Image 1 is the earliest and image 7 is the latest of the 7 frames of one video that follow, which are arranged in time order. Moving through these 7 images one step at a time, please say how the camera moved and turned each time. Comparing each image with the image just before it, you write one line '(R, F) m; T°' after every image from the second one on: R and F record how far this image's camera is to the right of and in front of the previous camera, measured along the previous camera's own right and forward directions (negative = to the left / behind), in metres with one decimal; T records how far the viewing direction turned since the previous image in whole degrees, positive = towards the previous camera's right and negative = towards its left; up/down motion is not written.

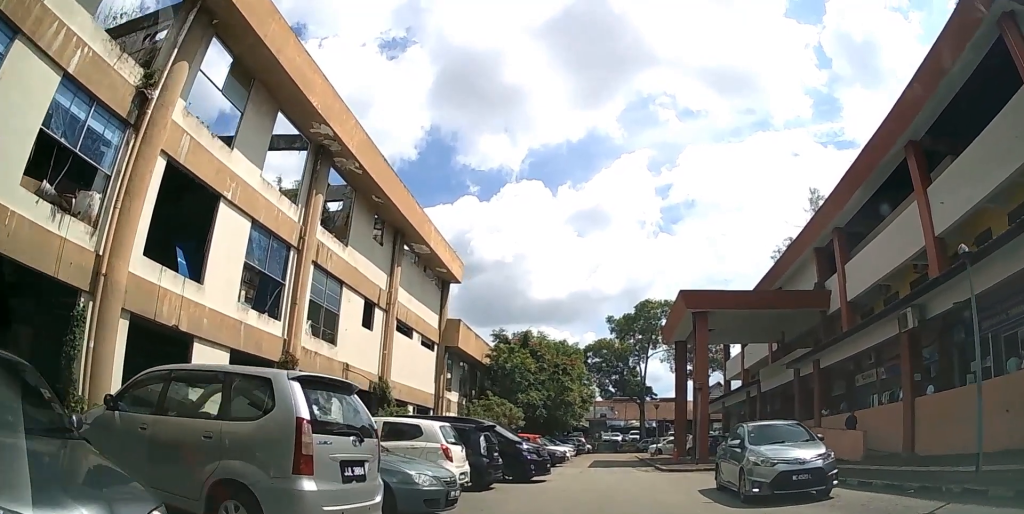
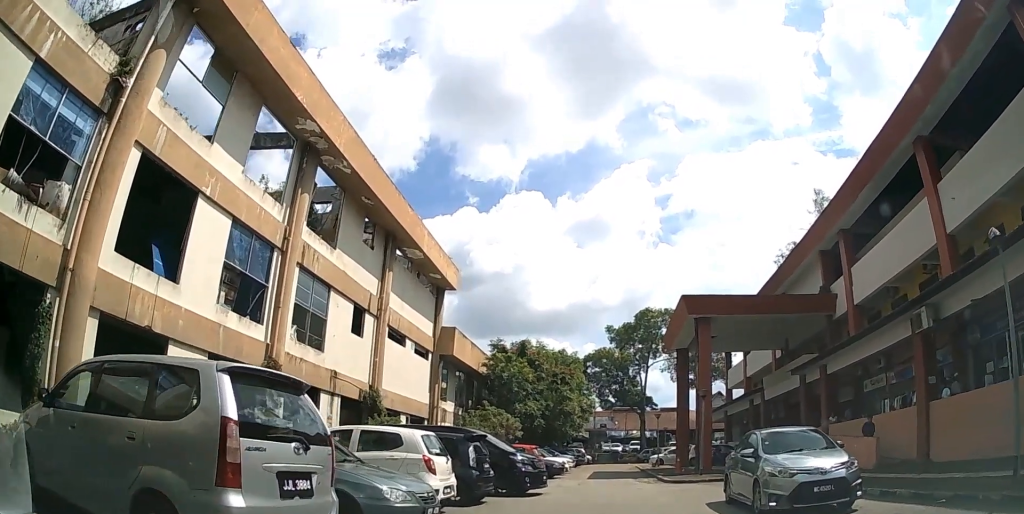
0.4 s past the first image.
(0.0, +1.2) m; +1°
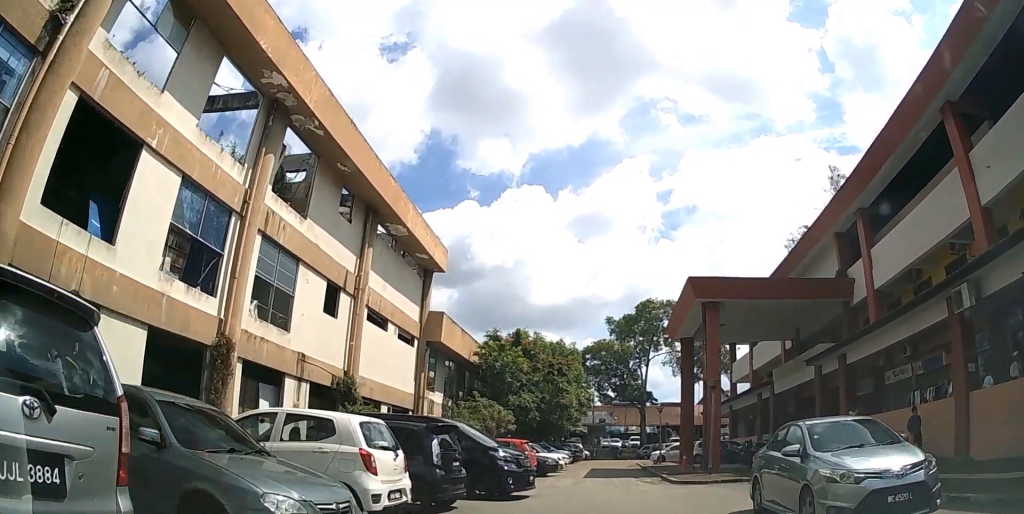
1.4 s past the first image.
(+0.1, +3.2) m; +1°
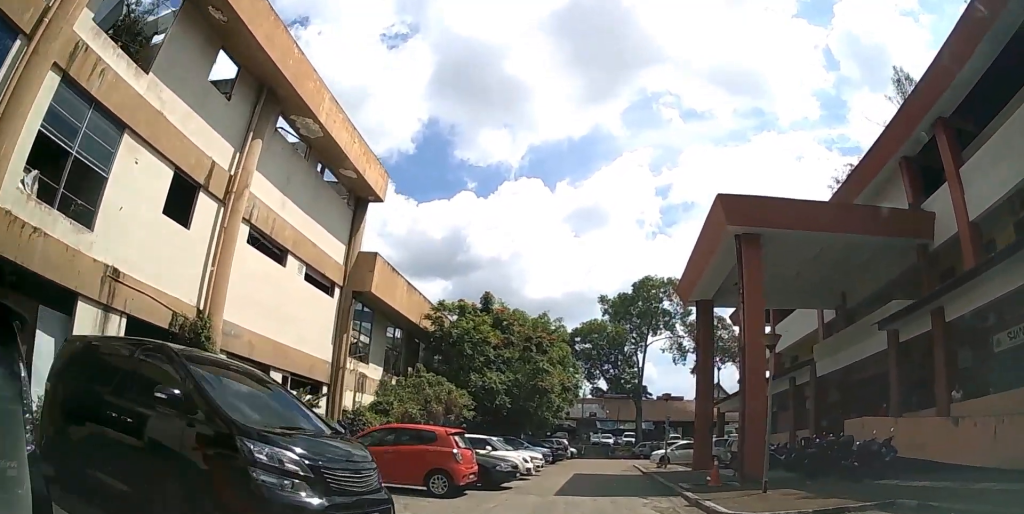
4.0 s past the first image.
(-0.2, +10.4) m; -1°
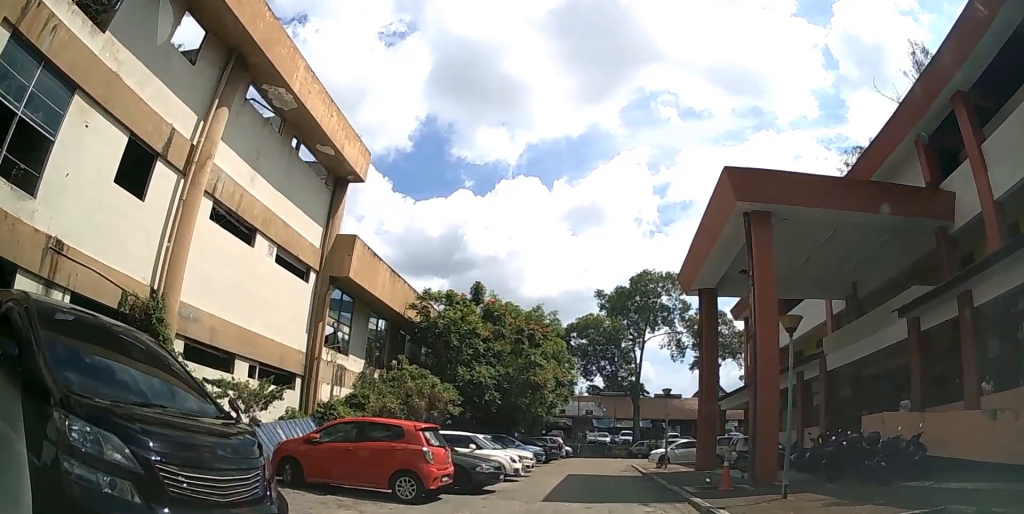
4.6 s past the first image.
(0.0, +2.1) m; 0°
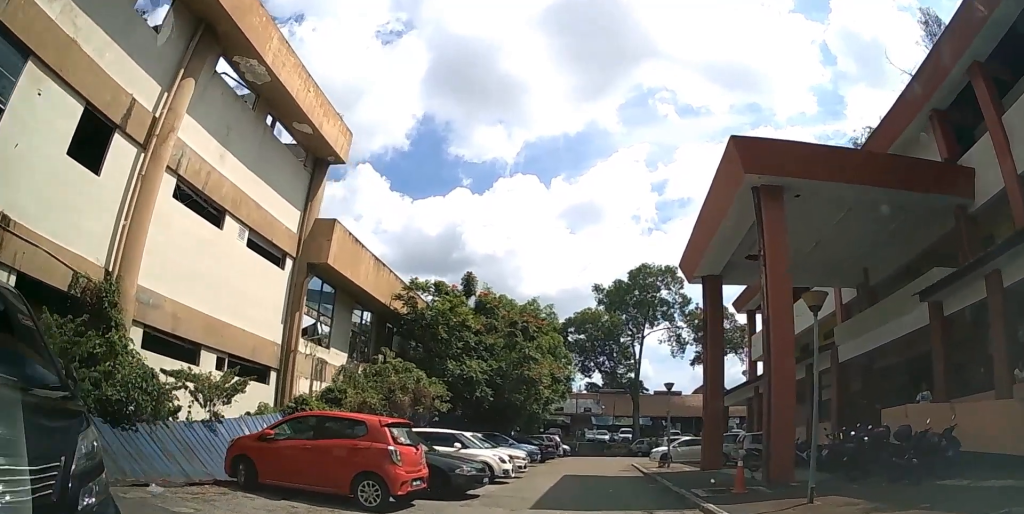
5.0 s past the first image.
(0.0, +1.7) m; 0°
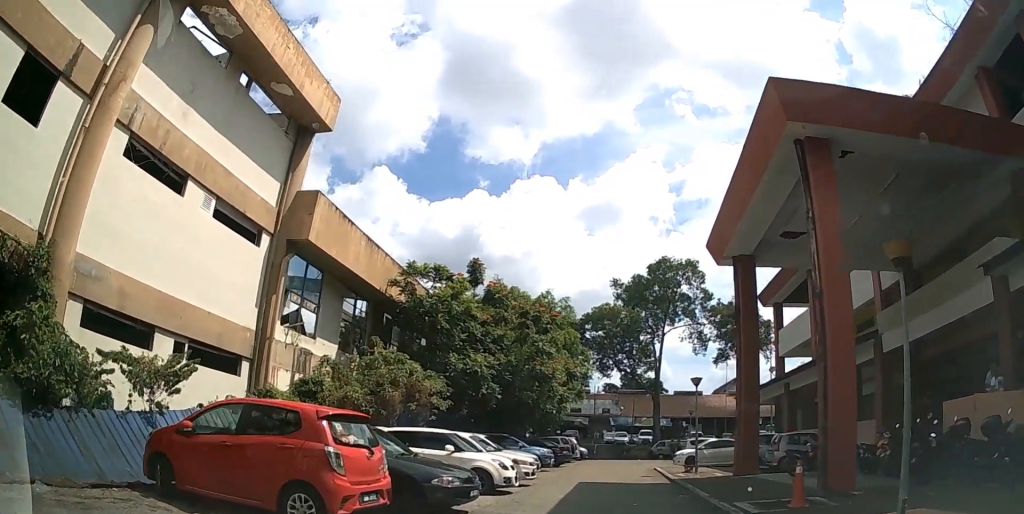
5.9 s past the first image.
(0.0, +3.0) m; -1°
